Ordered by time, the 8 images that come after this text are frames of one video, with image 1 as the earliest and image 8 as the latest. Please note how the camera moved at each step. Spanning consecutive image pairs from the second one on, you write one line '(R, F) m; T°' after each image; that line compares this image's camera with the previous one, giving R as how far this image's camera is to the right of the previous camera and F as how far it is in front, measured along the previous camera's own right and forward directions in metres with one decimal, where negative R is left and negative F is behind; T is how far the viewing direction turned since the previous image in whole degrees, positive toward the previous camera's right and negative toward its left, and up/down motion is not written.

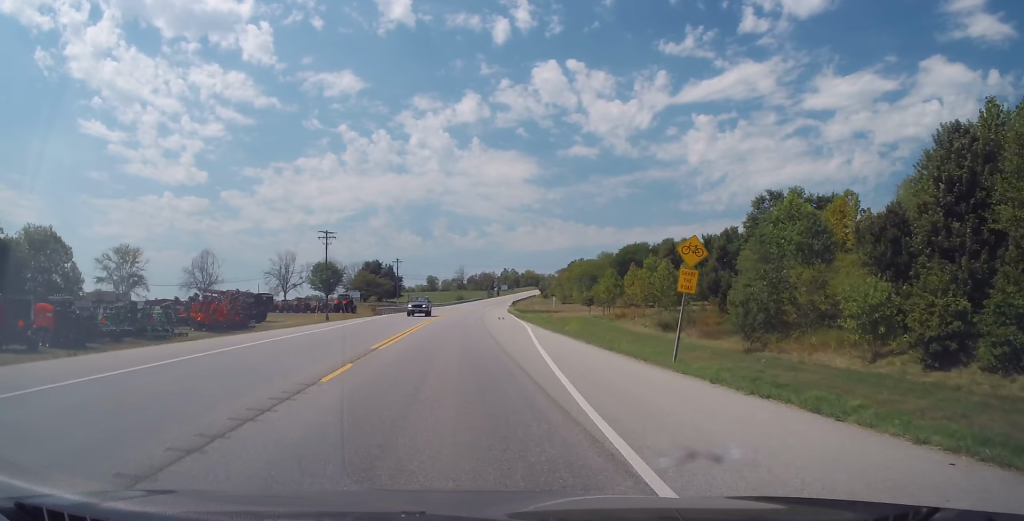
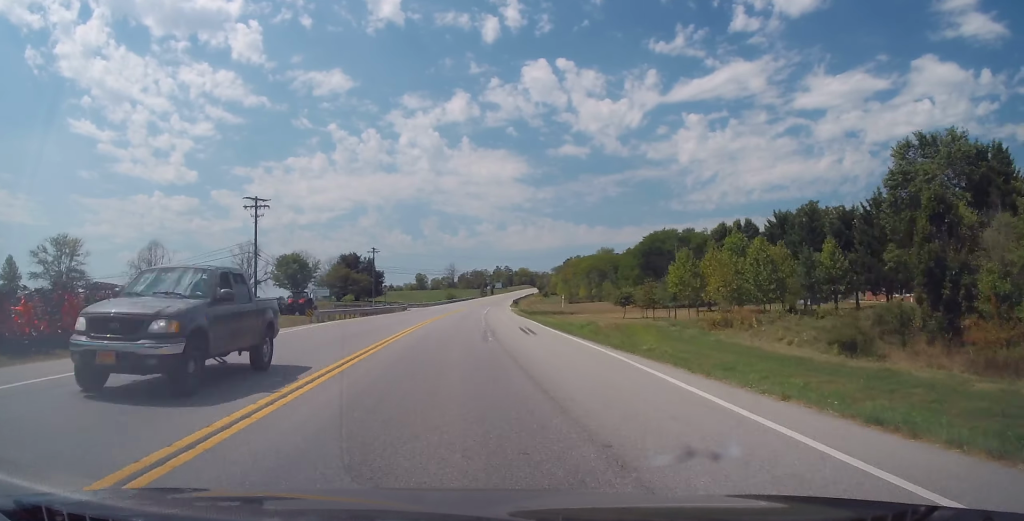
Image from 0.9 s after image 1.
(+0.4, +26.5) m; +1°
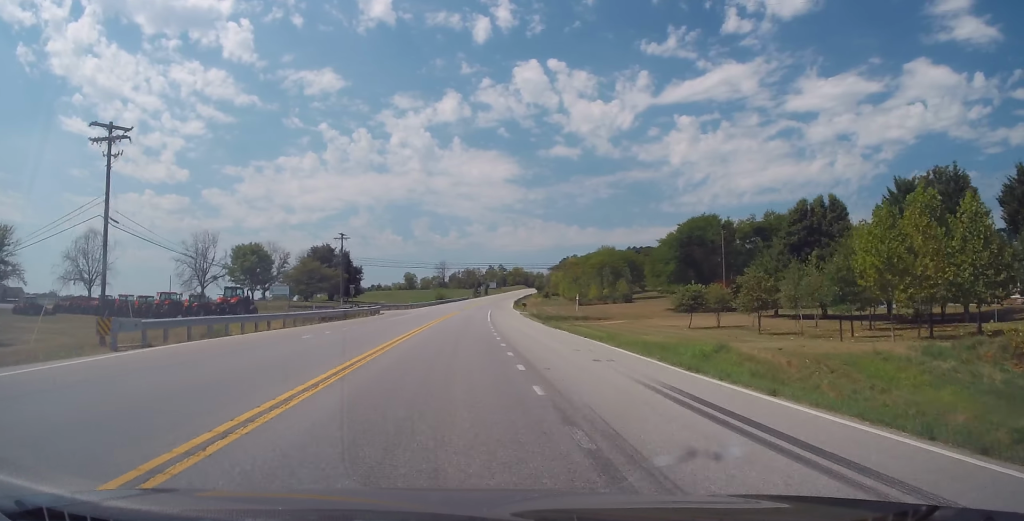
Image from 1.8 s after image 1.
(+0.1, +24.6) m; 0°
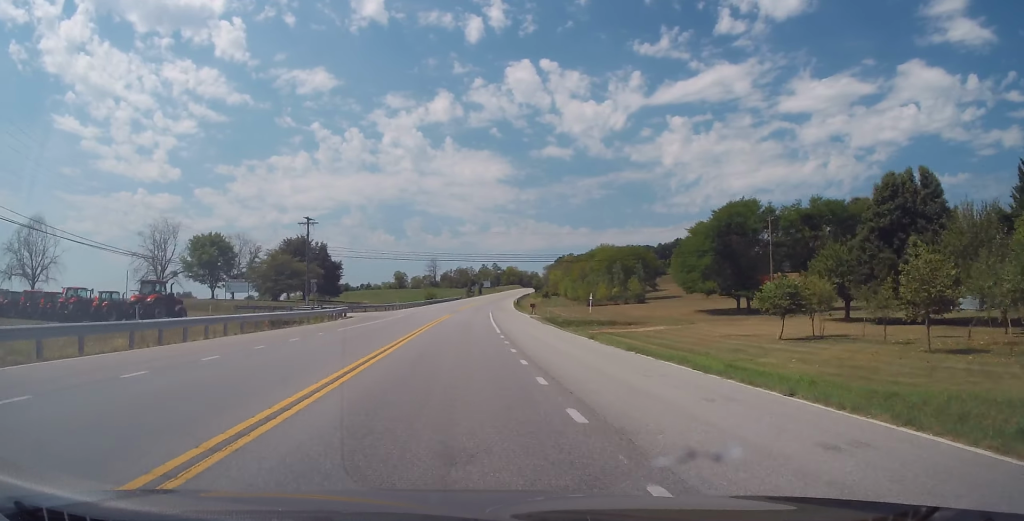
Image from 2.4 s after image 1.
(-0.1, +16.9) m; 0°
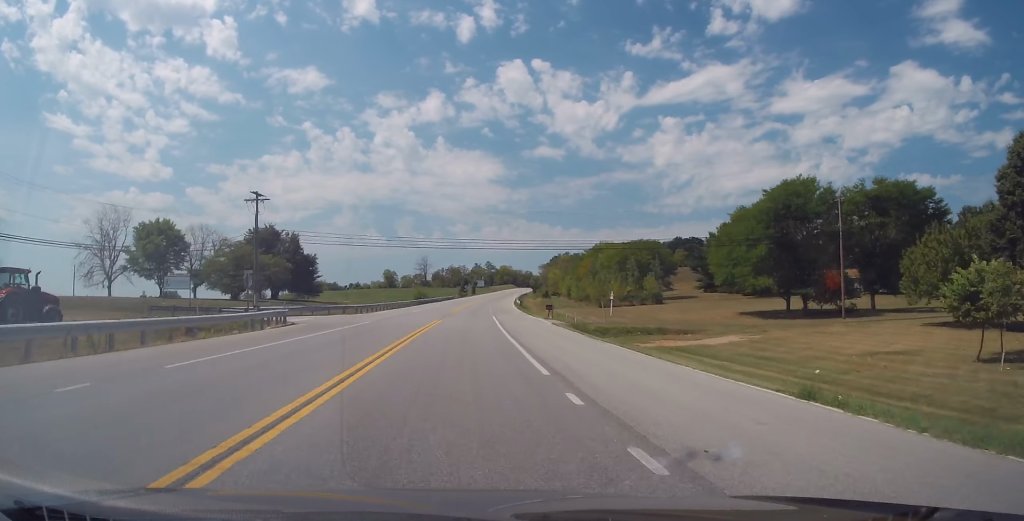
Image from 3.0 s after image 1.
(-0.1, +16.9) m; +1°
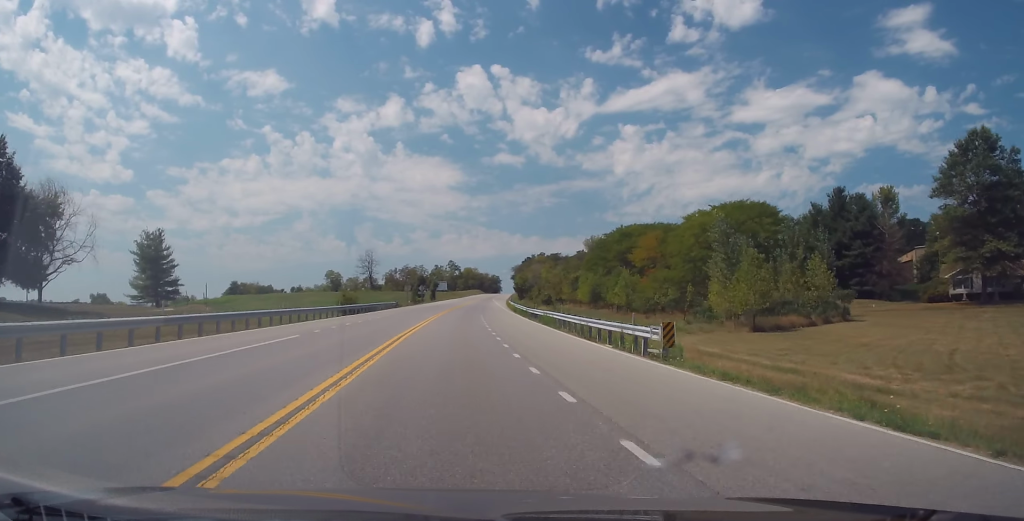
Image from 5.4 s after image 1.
(+2.5, +68.0) m; +4°
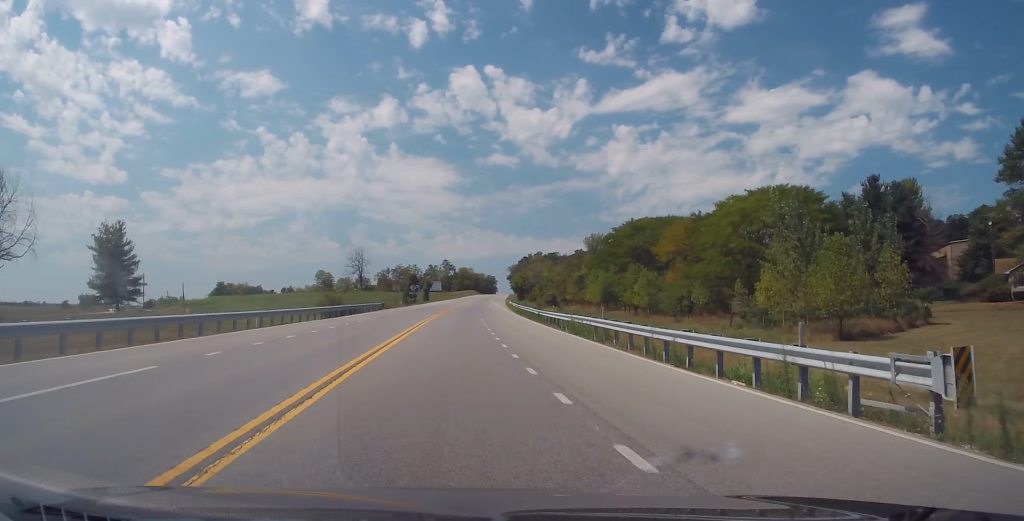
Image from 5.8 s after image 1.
(+0.3, +11.2) m; 0°
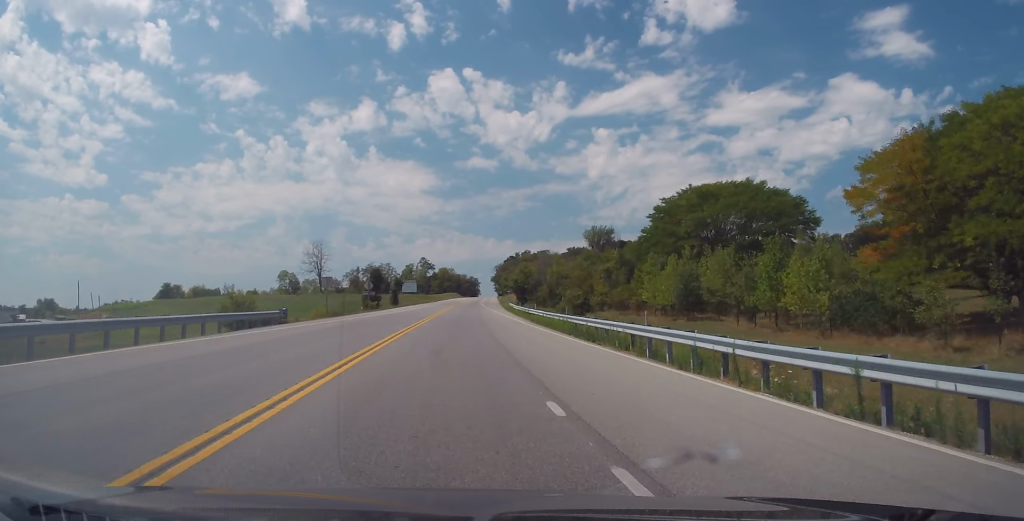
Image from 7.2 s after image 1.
(-0.2, +37.1) m; +1°
